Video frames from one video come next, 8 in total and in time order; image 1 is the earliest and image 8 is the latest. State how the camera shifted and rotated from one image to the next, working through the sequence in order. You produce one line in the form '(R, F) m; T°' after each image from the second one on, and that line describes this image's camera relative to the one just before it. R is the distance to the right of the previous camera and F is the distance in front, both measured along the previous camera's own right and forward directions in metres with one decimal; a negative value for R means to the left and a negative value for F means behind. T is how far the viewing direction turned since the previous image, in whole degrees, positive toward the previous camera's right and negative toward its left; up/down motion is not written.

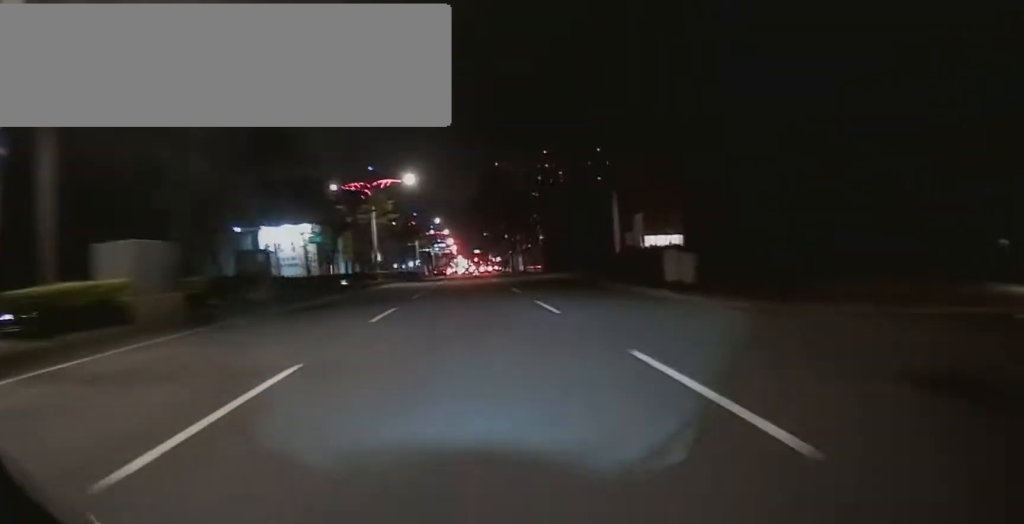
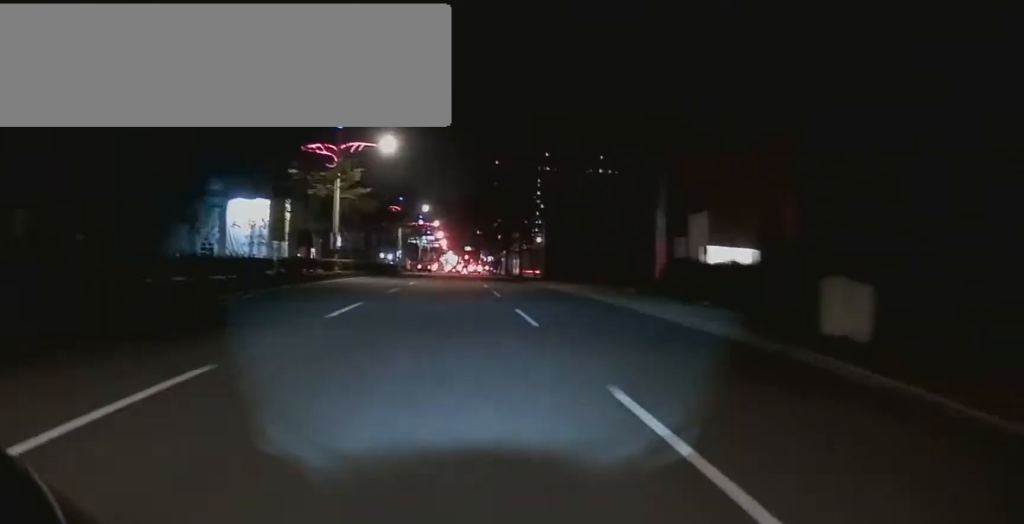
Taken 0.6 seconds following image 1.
(+0.7, +9.5) m; +2°
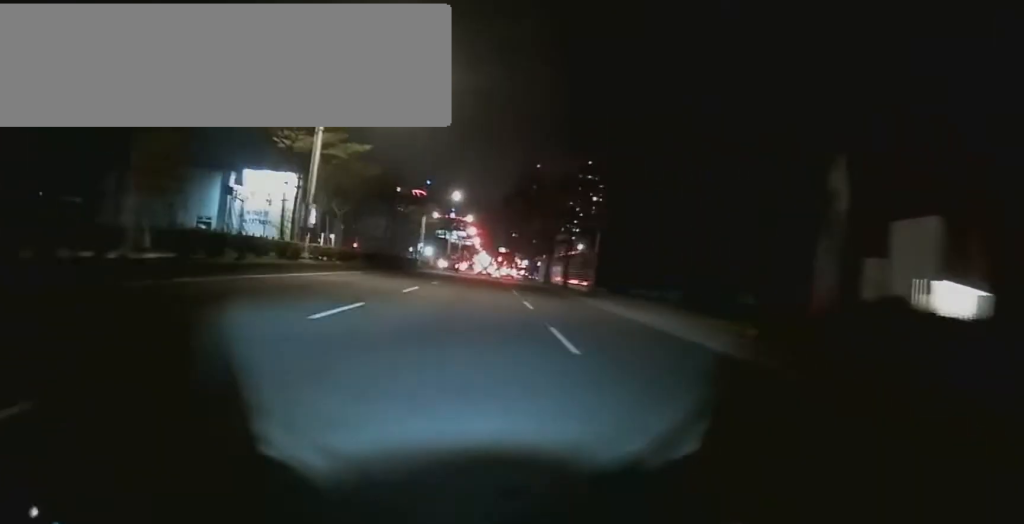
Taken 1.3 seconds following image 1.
(-0.5, +10.5) m; -3°
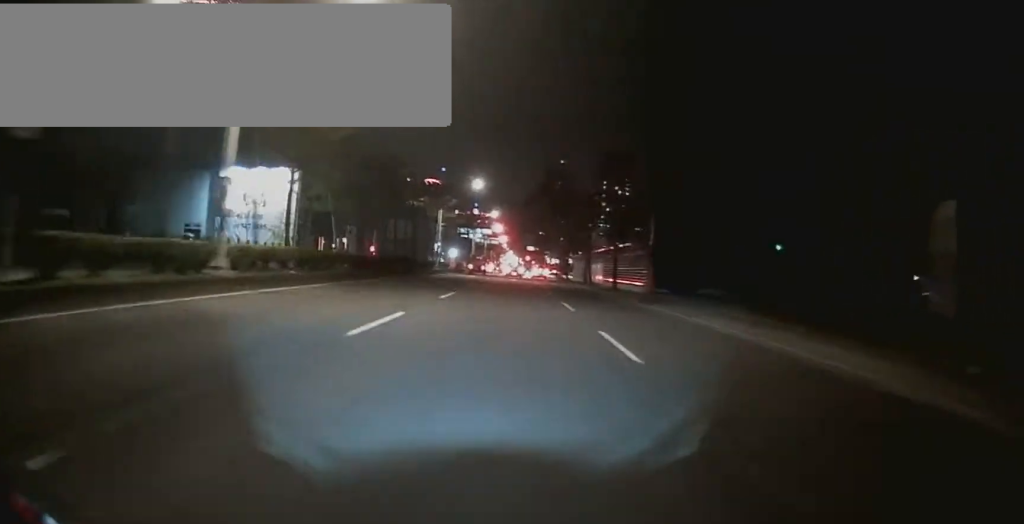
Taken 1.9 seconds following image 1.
(-0.2, +8.5) m; -1°
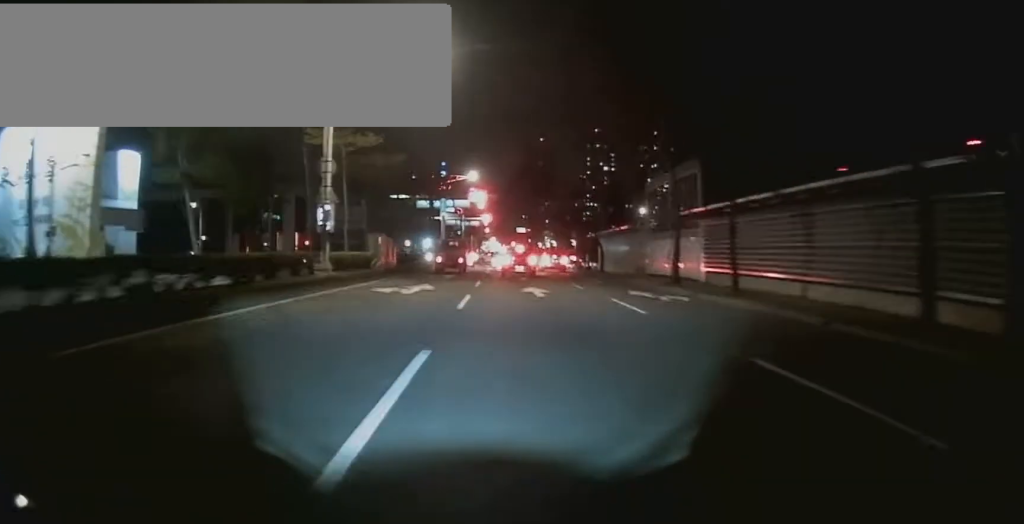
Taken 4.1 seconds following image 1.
(+0.9, +25.0) m; +5°
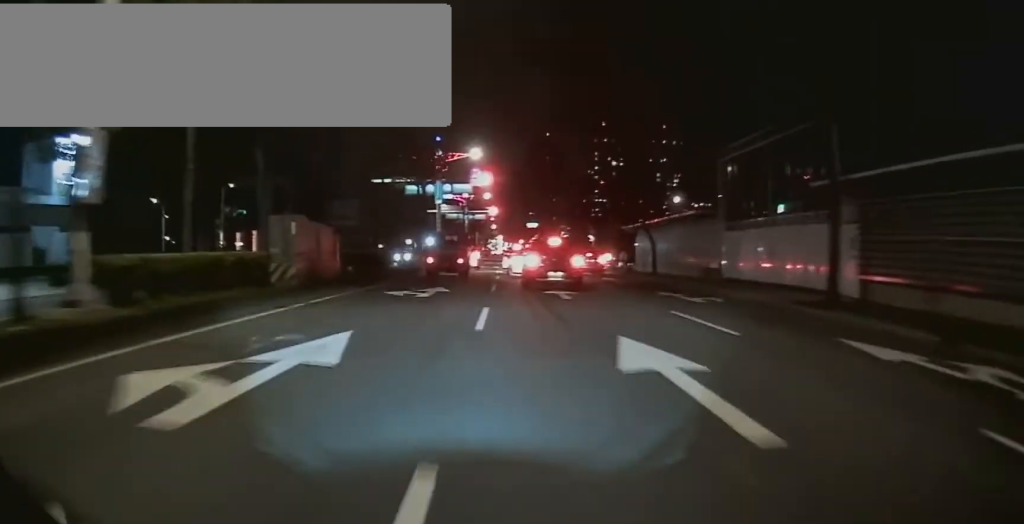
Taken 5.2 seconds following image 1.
(0.0, +9.5) m; 0°
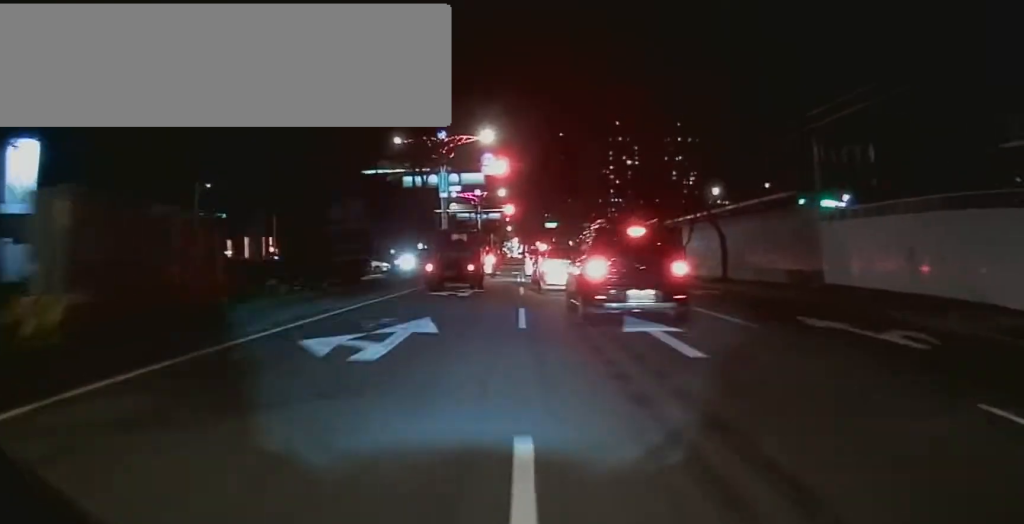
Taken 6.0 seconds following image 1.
(0.0, +6.2) m; +1°
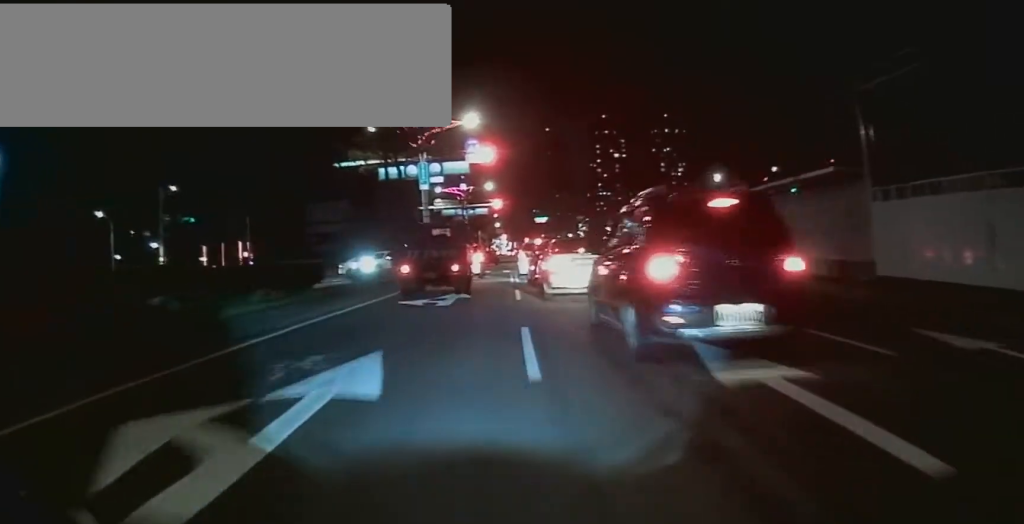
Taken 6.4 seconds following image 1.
(0.0, +2.8) m; +1°
